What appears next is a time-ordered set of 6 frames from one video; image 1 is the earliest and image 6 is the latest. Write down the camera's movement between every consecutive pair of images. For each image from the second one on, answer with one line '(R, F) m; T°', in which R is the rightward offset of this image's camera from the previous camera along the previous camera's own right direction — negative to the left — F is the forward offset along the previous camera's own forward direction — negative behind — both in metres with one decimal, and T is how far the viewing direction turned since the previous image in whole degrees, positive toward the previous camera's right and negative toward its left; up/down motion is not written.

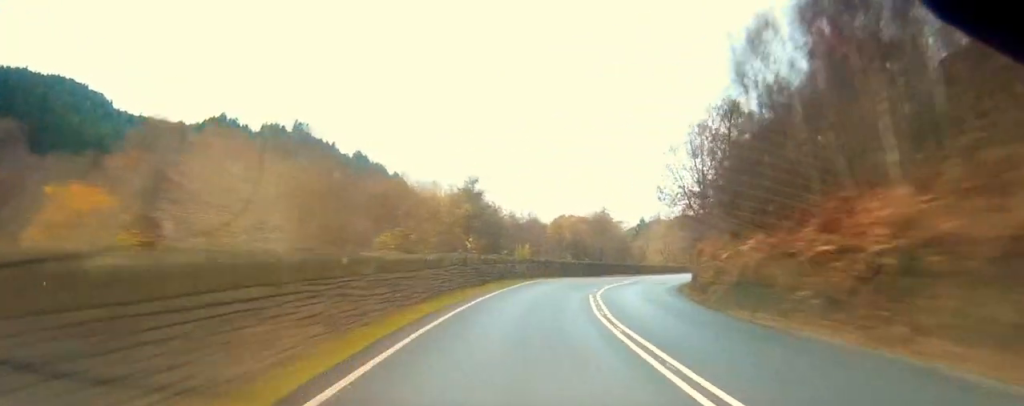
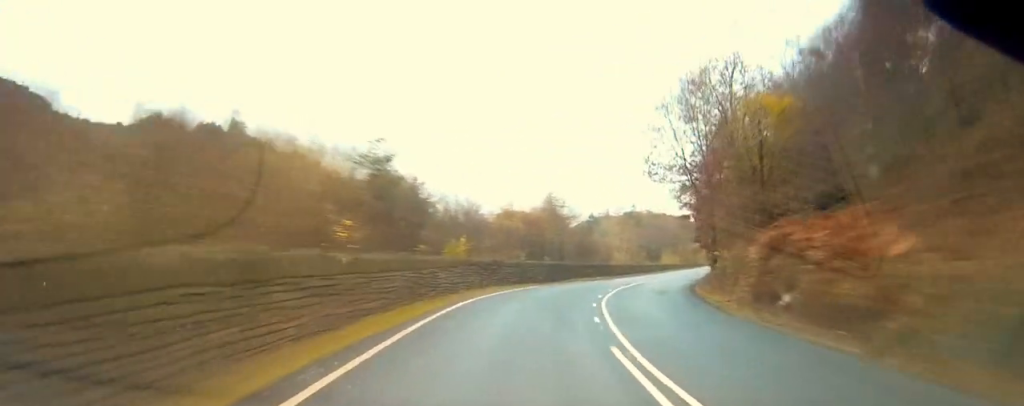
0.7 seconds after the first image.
(0.0, +16.9) m; +2°
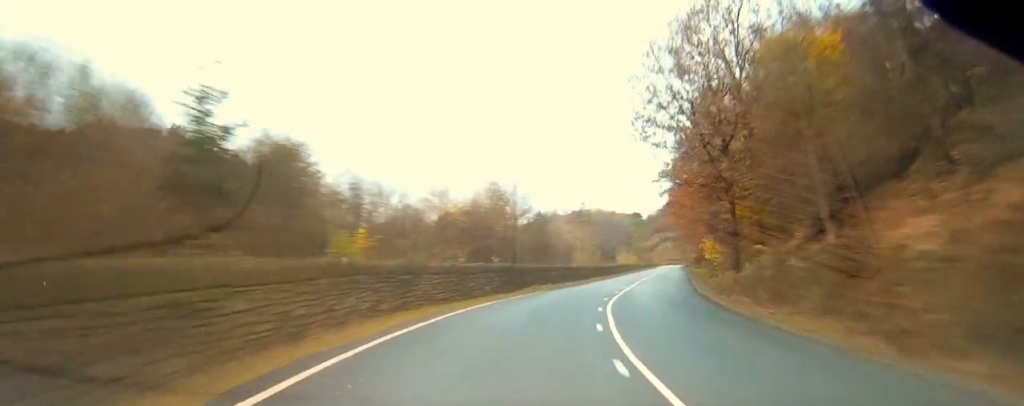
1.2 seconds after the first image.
(-0.5, +13.3) m; +4°
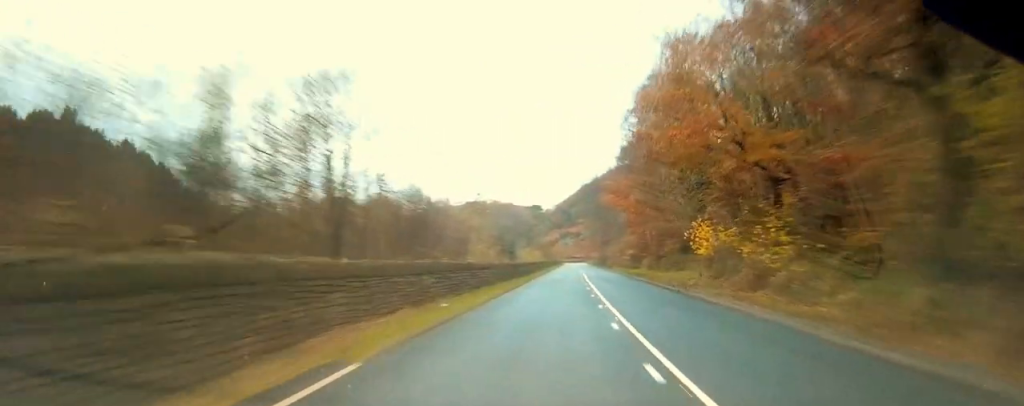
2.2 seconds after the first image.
(+2.6, +25.0) m; +12°
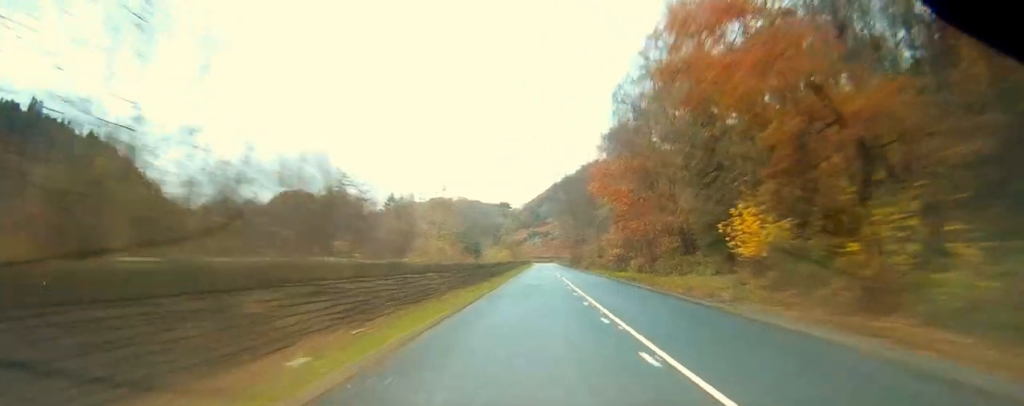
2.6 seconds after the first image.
(+0.7, +11.1) m; +4°
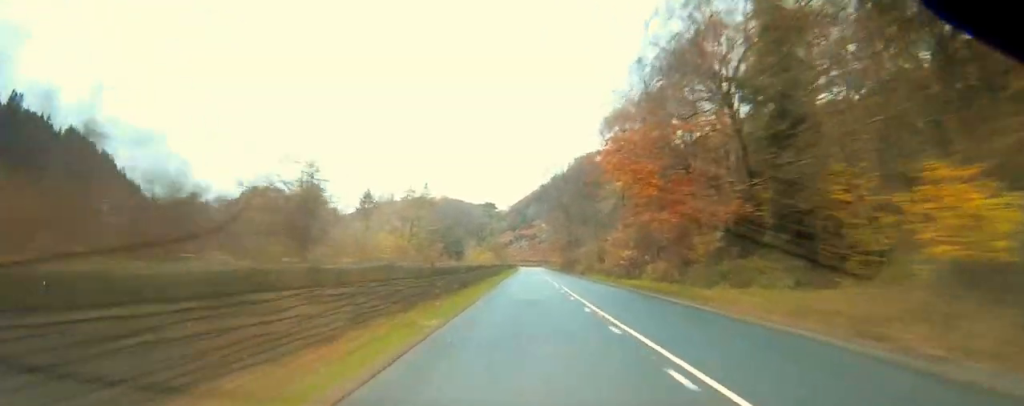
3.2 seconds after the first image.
(+0.8, +13.8) m; +3°
